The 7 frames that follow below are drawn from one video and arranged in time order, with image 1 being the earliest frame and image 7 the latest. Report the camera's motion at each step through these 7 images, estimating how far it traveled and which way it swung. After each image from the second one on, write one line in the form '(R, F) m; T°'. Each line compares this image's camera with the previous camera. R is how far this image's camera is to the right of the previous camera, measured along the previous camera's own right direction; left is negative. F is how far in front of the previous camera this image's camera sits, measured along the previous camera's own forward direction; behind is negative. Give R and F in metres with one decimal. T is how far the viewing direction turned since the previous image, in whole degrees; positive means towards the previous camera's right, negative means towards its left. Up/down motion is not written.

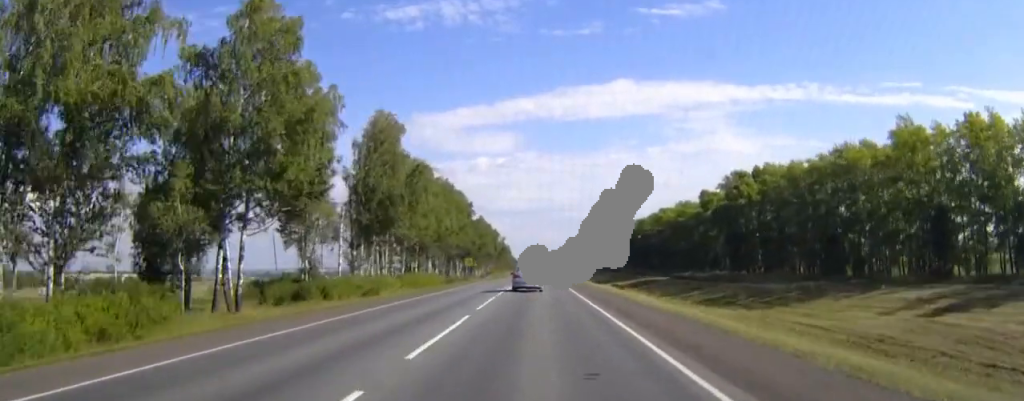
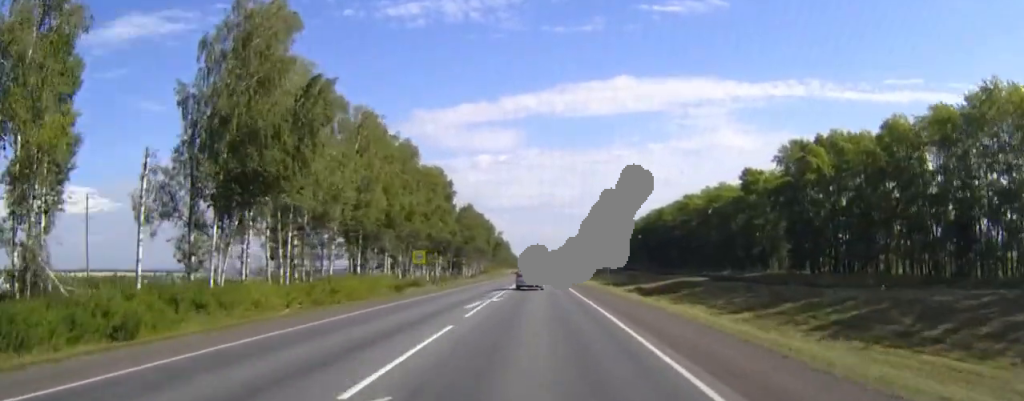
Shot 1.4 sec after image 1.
(+0.1, +39.4) m; 0°
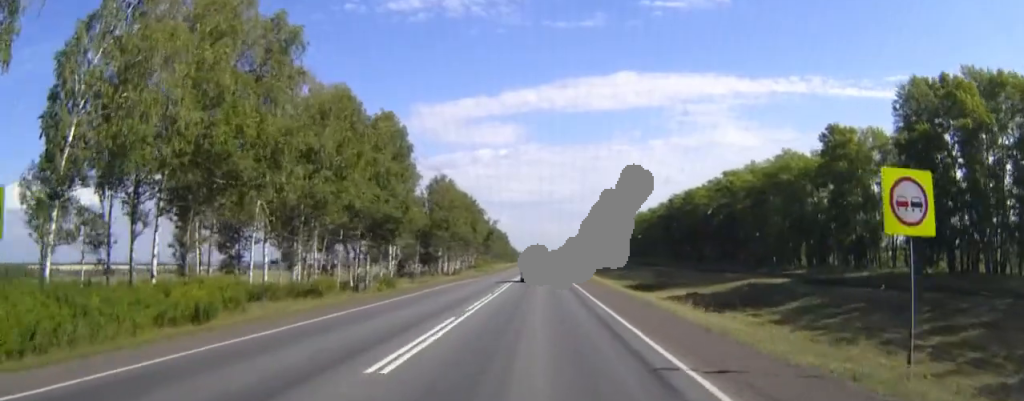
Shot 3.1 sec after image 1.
(-0.1, +45.7) m; 0°
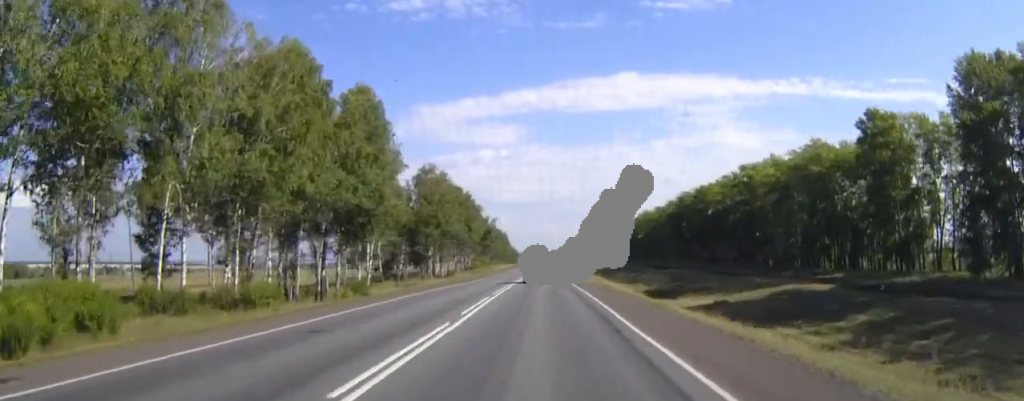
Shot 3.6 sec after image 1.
(0.0, +13.7) m; 0°
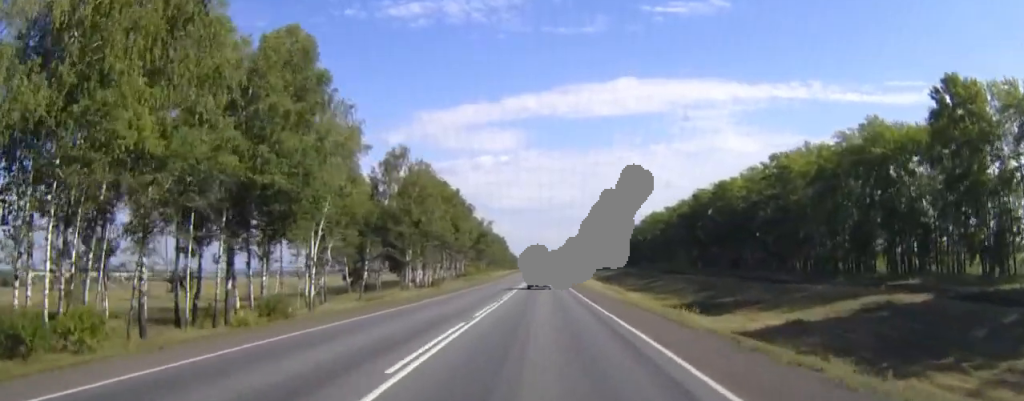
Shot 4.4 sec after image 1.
(0.0, +21.6) m; 0°
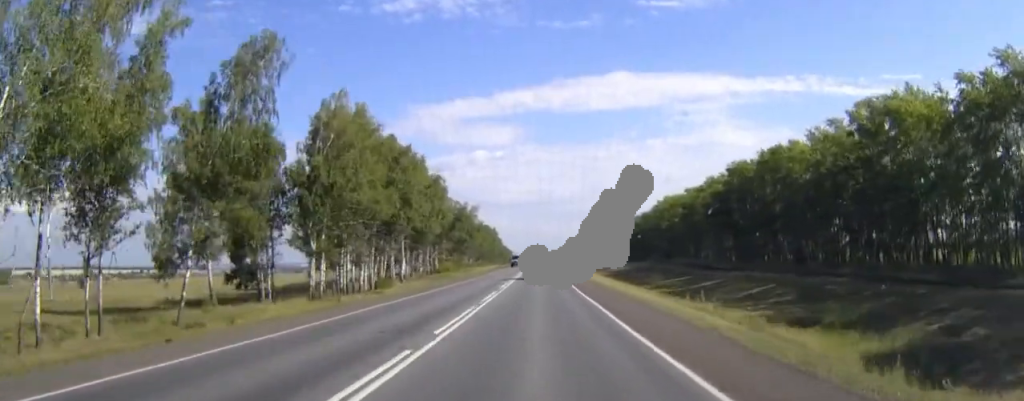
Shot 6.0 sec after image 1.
(0.0, +42.7) m; 0°
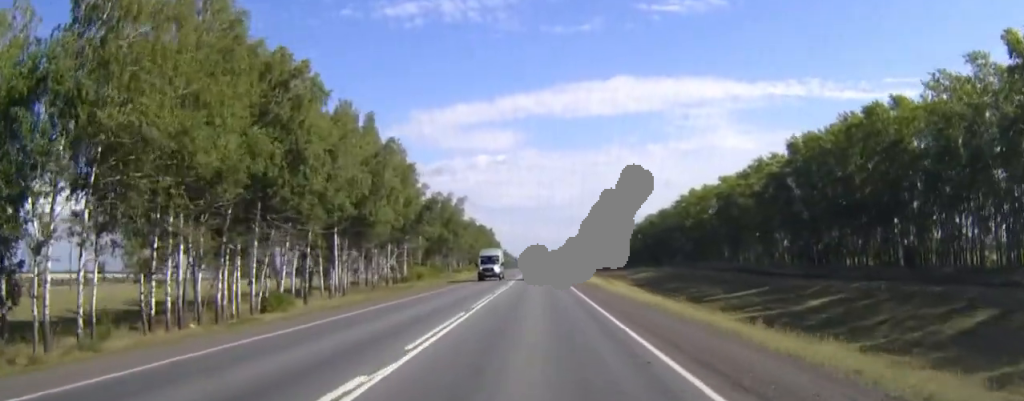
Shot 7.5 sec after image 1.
(0.0, +38.8) m; 0°
